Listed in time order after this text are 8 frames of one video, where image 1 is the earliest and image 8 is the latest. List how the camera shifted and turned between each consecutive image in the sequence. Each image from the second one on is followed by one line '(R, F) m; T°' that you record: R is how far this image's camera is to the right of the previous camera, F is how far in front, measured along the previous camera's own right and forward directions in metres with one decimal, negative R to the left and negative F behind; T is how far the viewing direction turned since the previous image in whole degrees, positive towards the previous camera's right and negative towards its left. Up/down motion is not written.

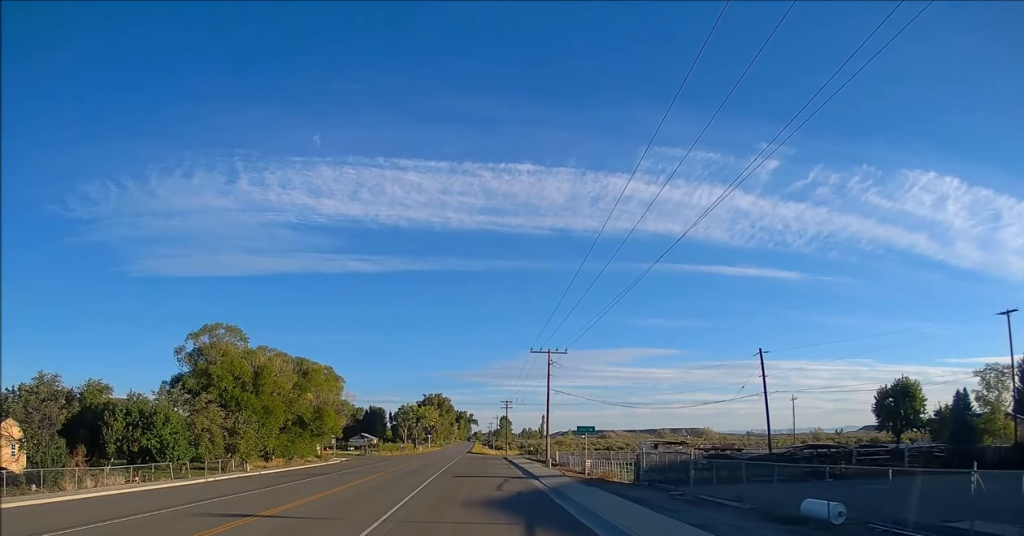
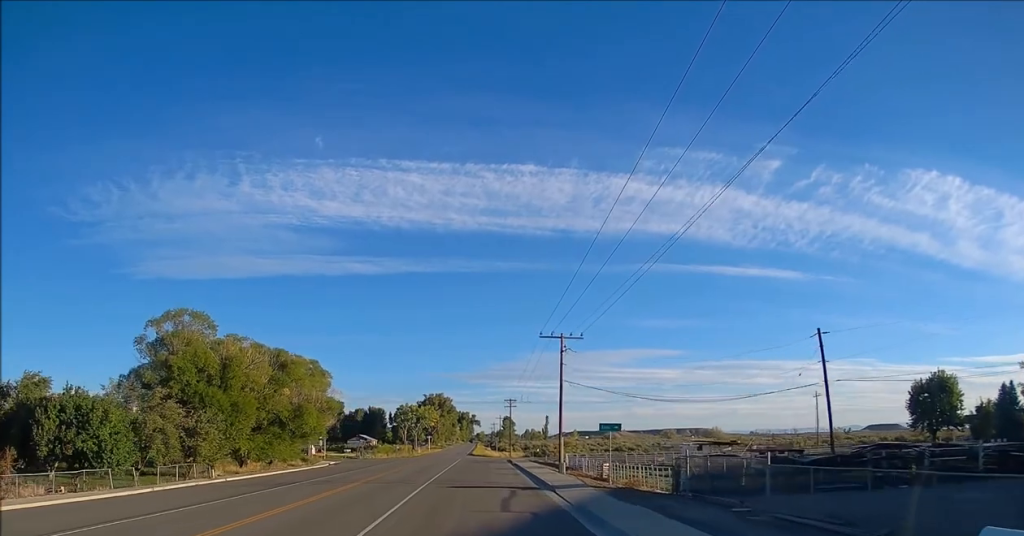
(0.0, +8.2) m; 0°
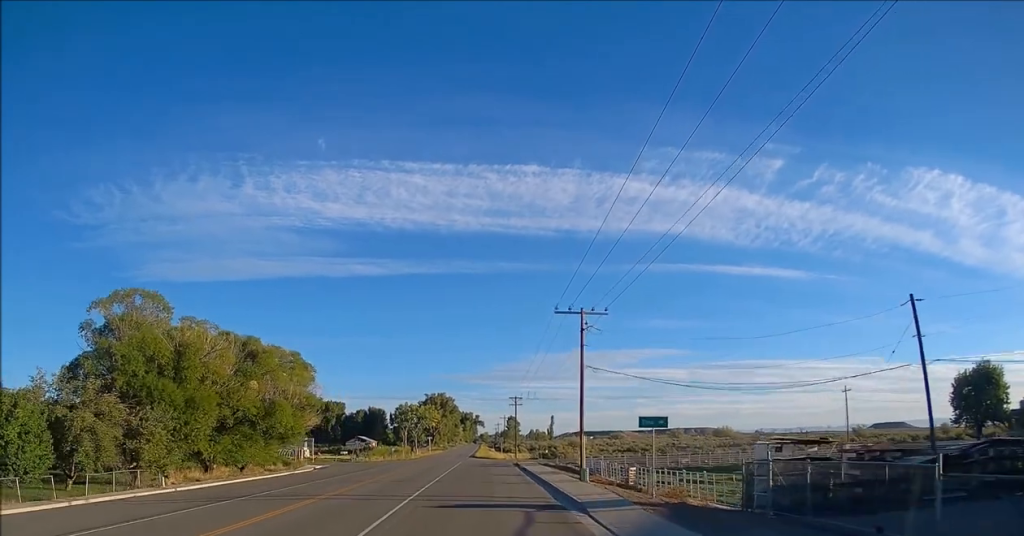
(0.0, +8.9) m; 0°
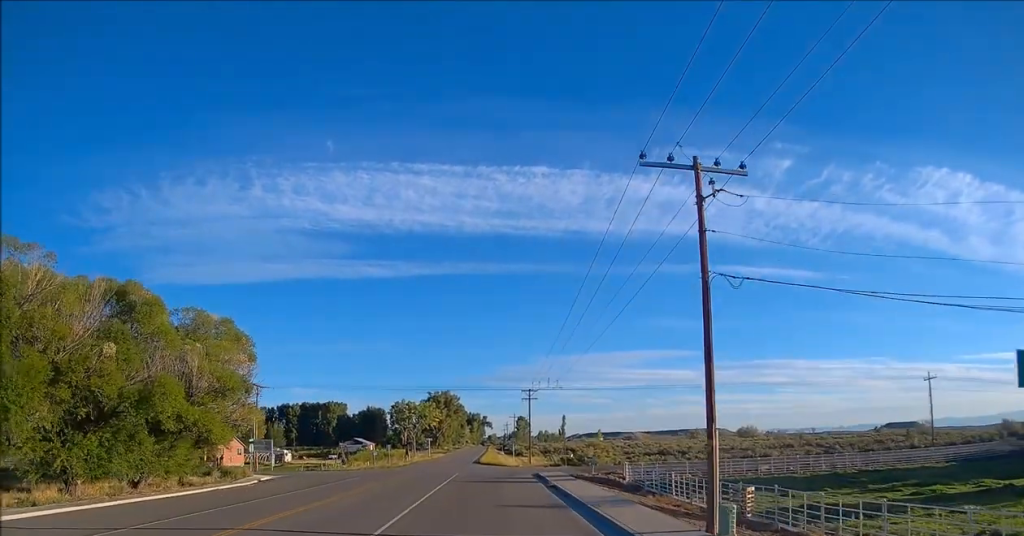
(0.0, +20.5) m; 0°
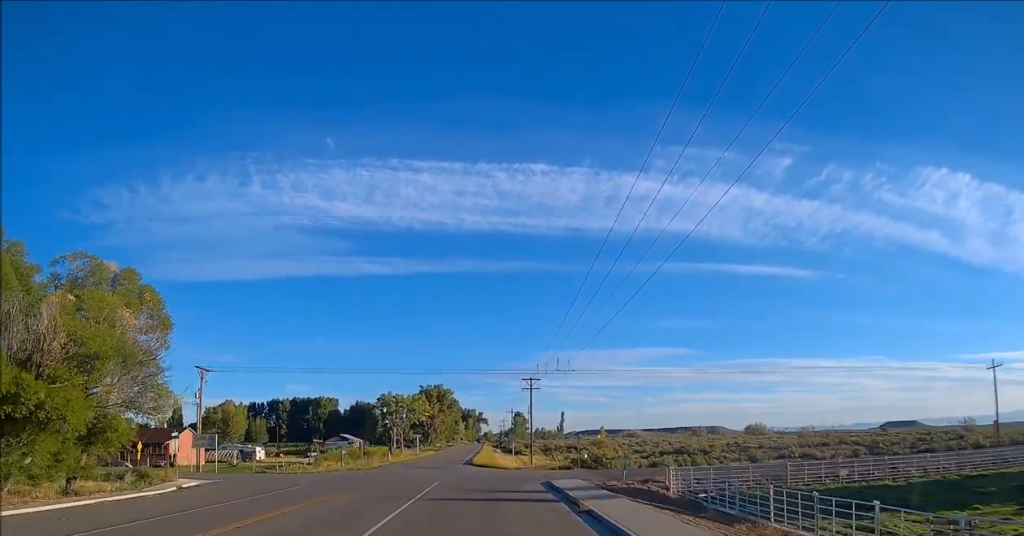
(0.0, +14.8) m; 0°
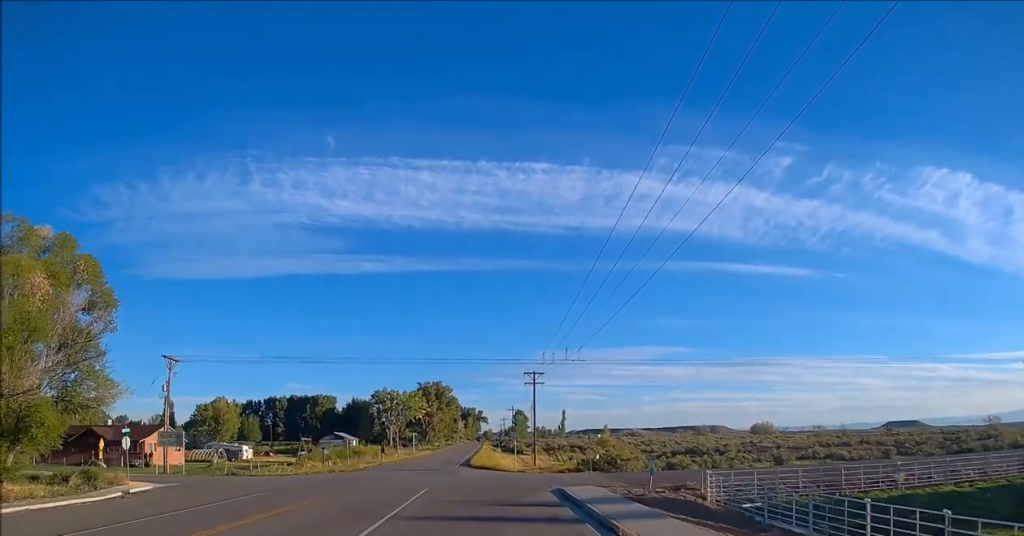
(0.0, +6.3) m; 0°
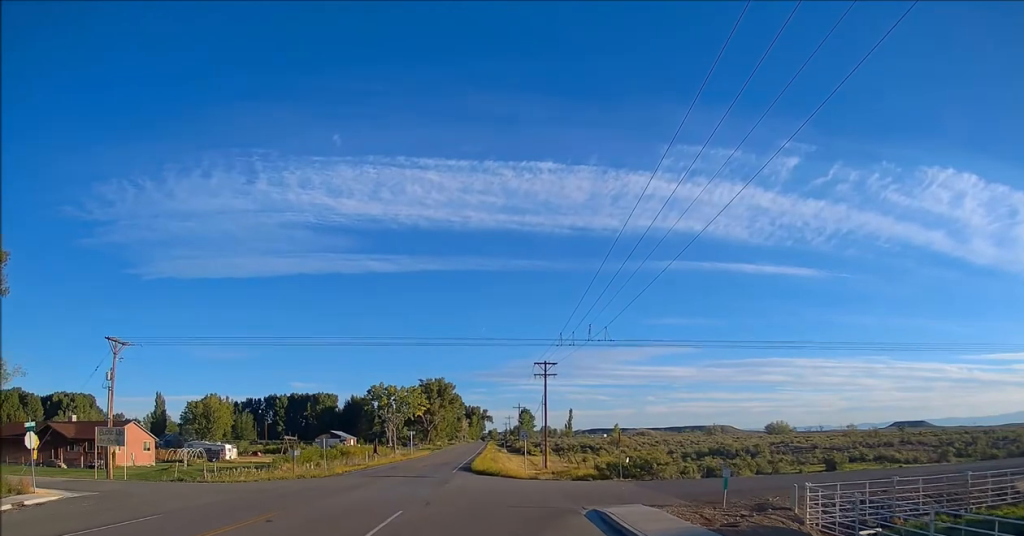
(0.0, +9.1) m; -2°
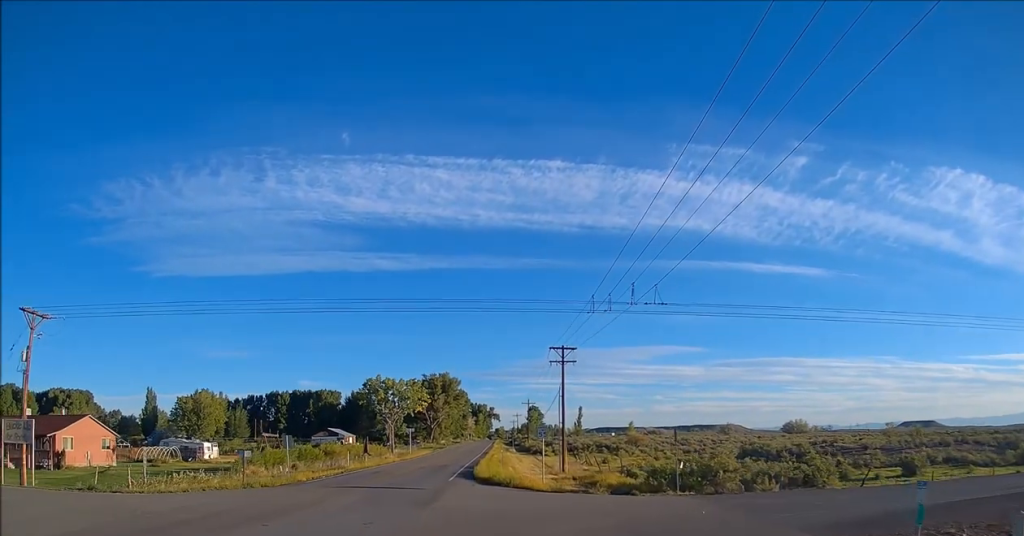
(-0.3, +10.1) m; -1°
